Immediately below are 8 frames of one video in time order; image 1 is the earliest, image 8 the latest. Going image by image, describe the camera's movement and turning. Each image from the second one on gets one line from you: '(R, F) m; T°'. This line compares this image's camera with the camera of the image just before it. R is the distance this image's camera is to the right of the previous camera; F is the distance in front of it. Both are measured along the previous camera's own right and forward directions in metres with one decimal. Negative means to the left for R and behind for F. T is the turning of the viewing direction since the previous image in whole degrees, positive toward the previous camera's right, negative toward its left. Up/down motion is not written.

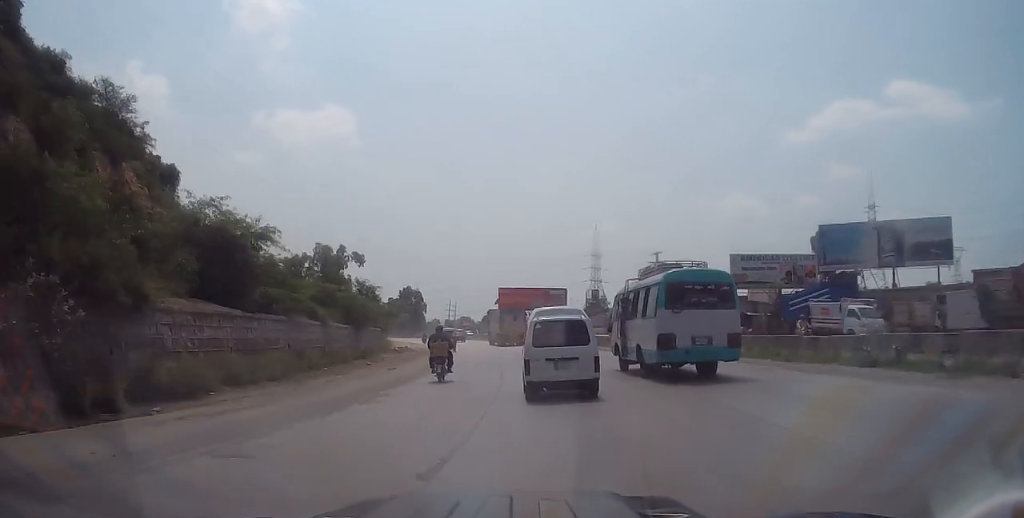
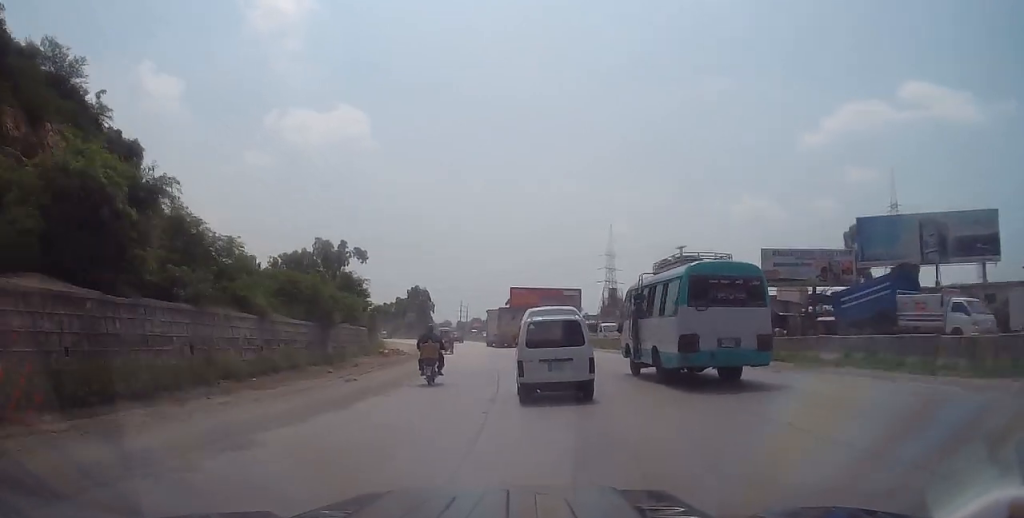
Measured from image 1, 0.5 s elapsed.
(0.0, +7.3) m; -1°
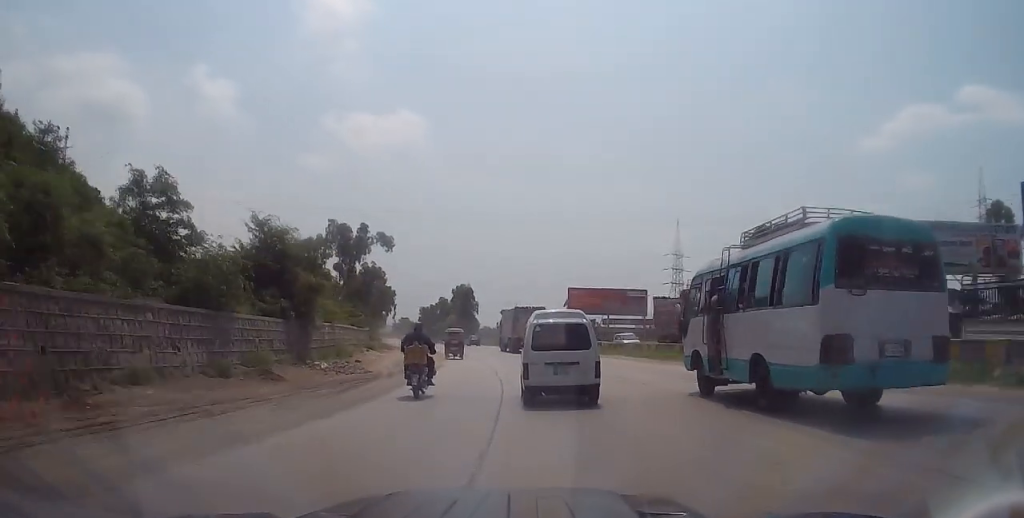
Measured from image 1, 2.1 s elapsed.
(-1.0, +21.9) m; -5°
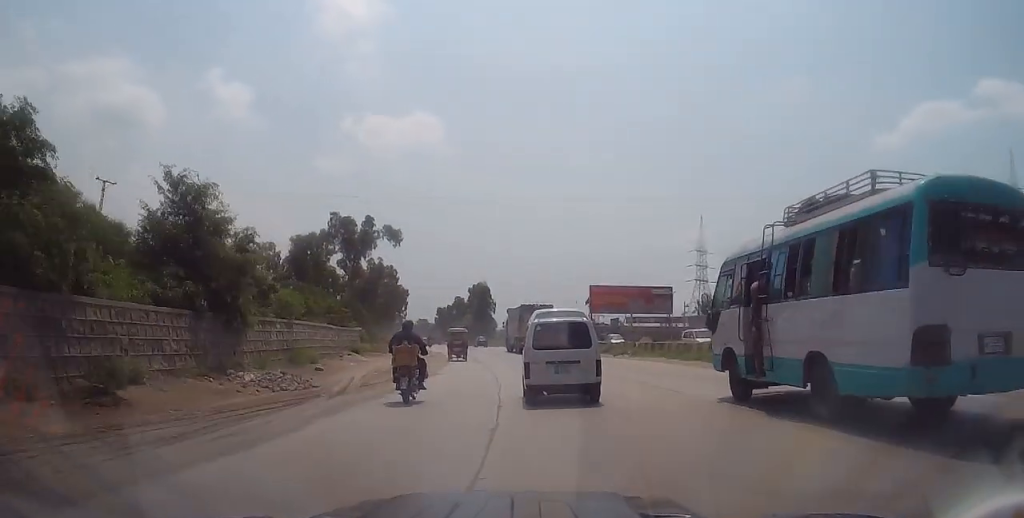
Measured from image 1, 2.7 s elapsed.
(-0.1, +7.8) m; -1°
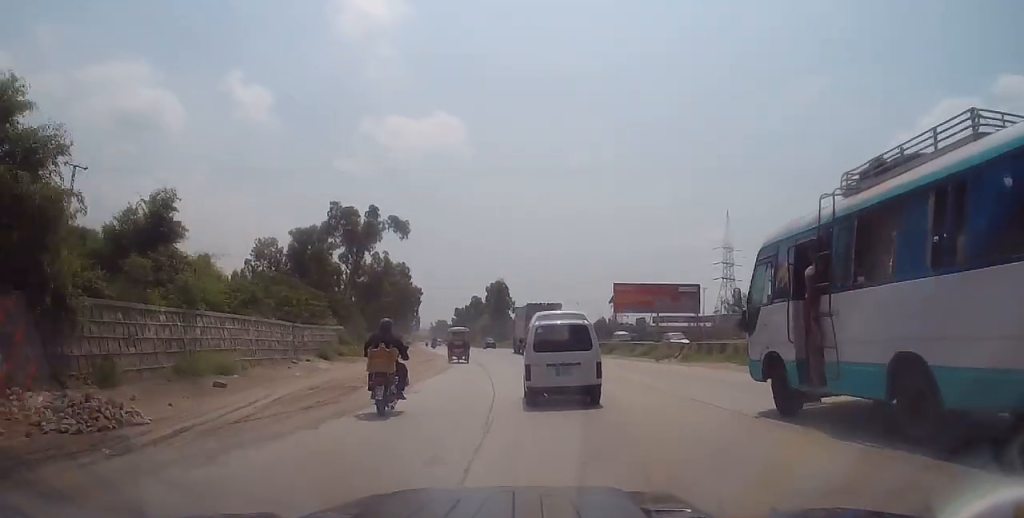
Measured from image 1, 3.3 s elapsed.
(-0.1, +8.3) m; -1°
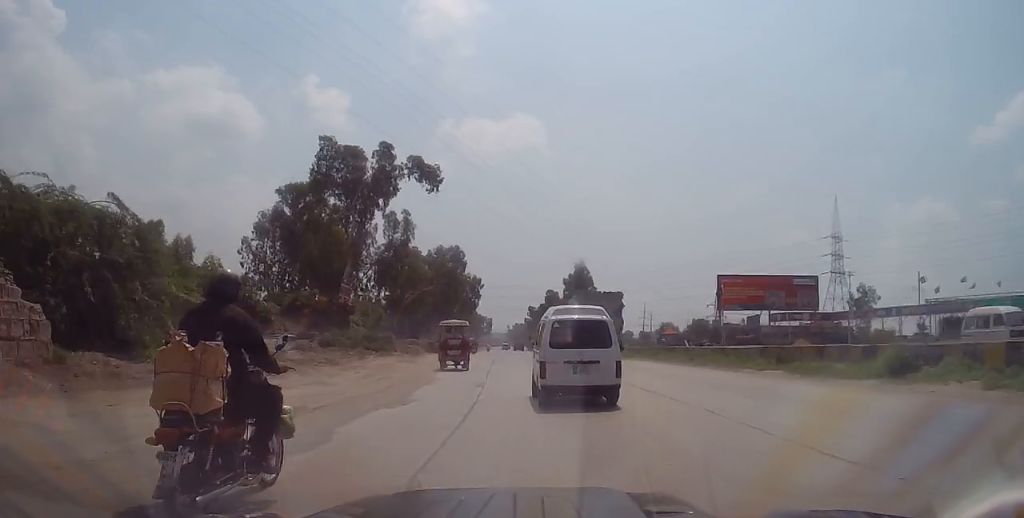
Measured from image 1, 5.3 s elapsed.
(-2.2, +28.2) m; -9°
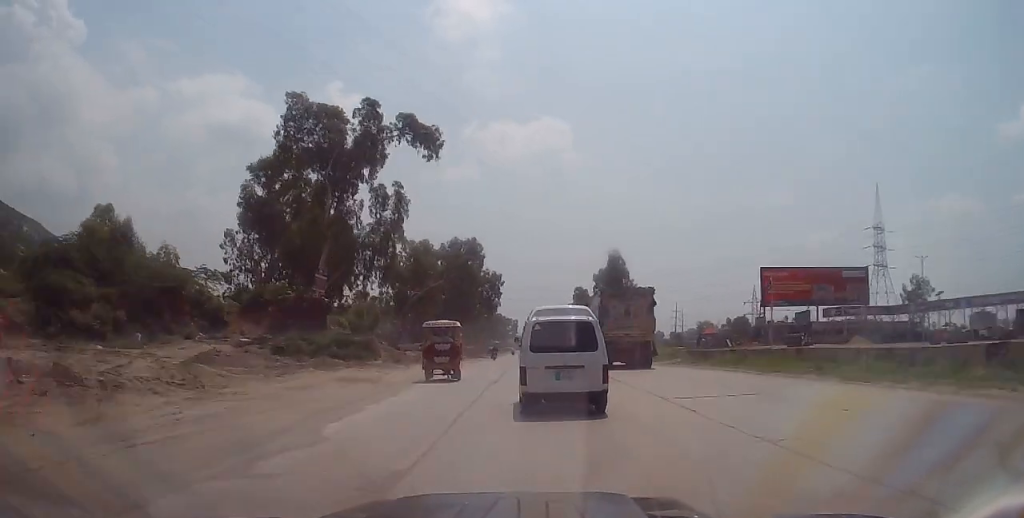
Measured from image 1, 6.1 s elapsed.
(-0.1, +11.8) m; -2°
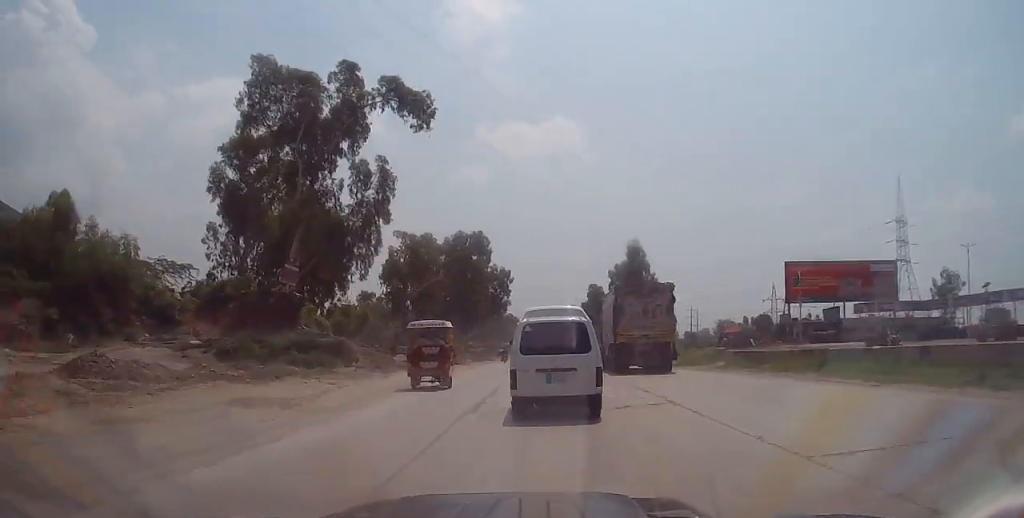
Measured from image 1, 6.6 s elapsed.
(0.0, +6.8) m; -1°
